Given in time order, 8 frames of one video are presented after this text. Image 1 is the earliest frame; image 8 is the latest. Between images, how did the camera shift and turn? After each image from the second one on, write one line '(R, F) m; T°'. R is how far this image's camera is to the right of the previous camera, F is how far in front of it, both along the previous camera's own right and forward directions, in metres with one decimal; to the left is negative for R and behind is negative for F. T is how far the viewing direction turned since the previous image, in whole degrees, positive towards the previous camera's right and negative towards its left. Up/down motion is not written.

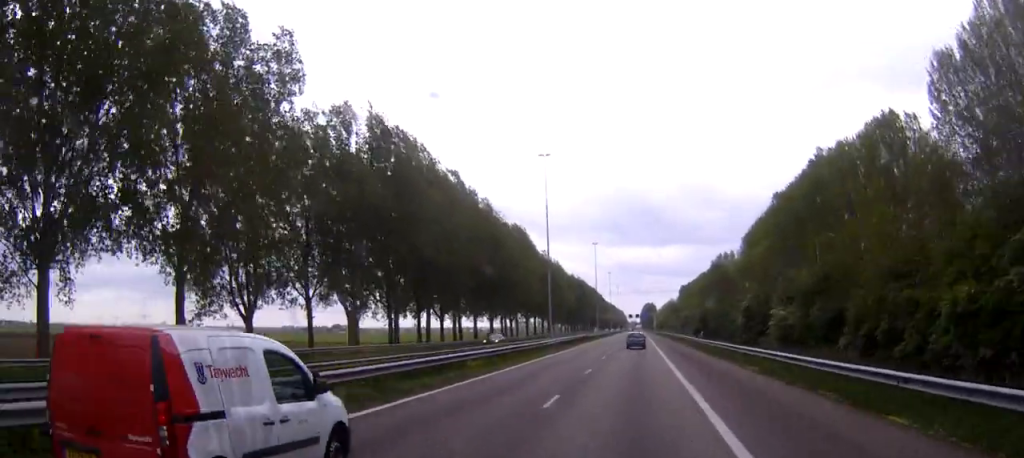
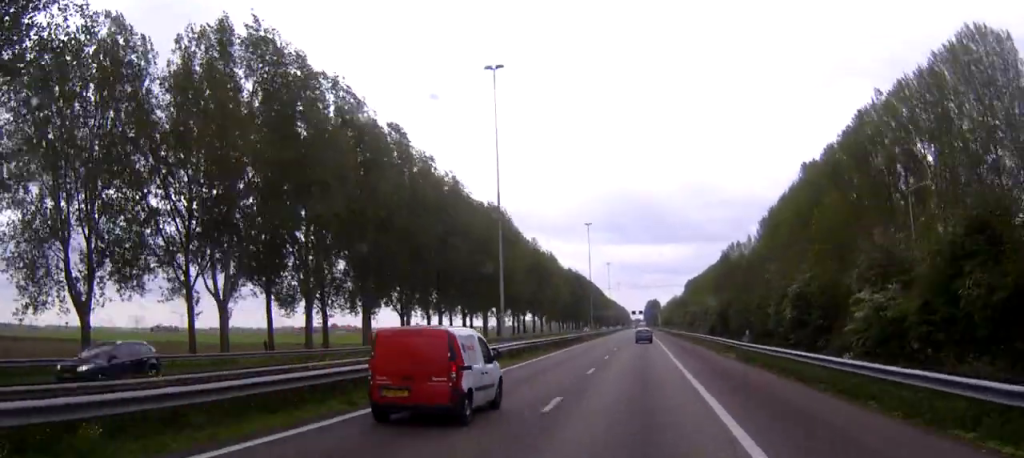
(-0.3, +25.3) m; -1°
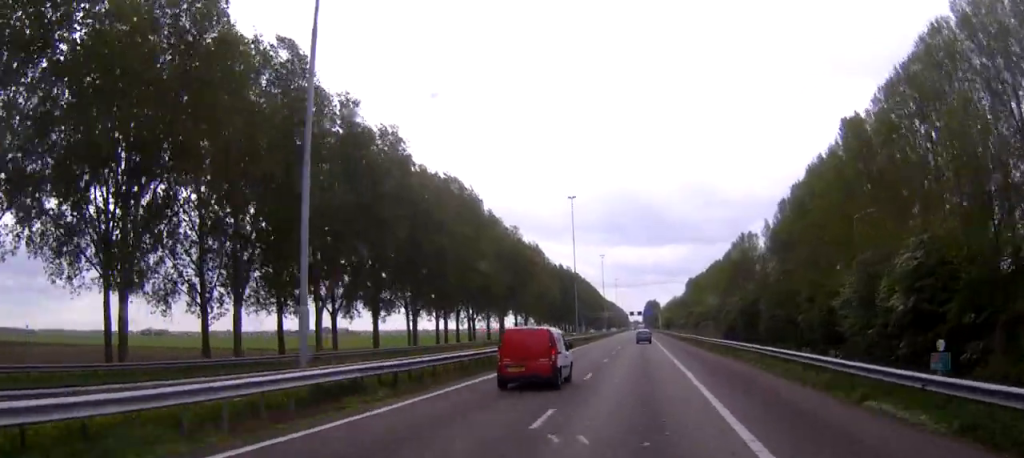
(-0.2, +26.4) m; 0°
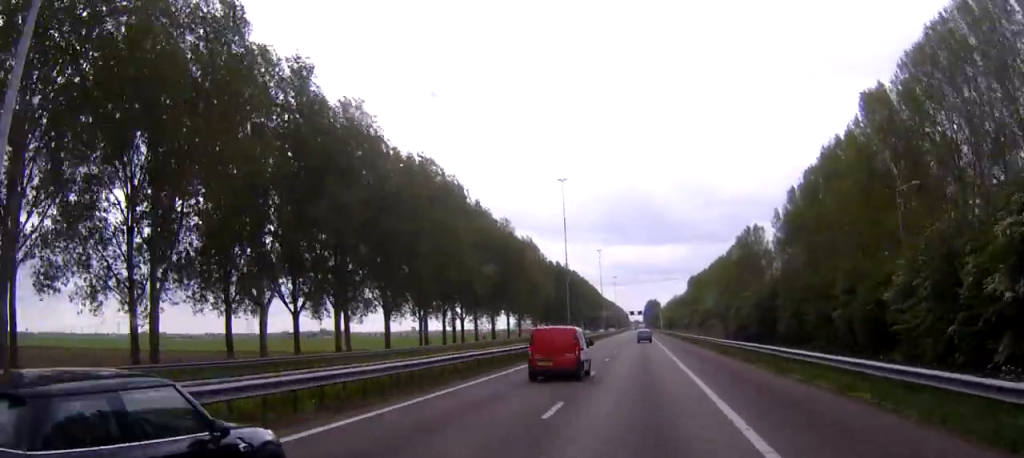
(0.0, +10.8) m; 0°
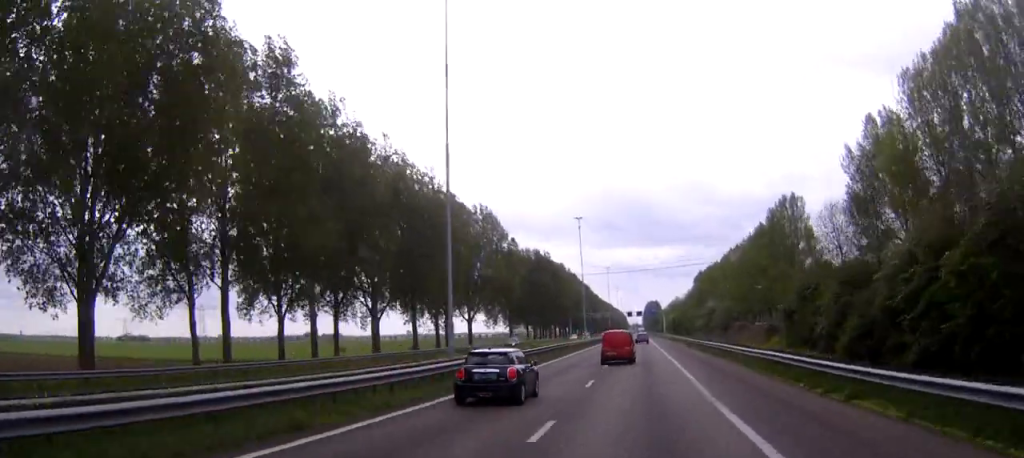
(+0.1, +50.5) m; -1°
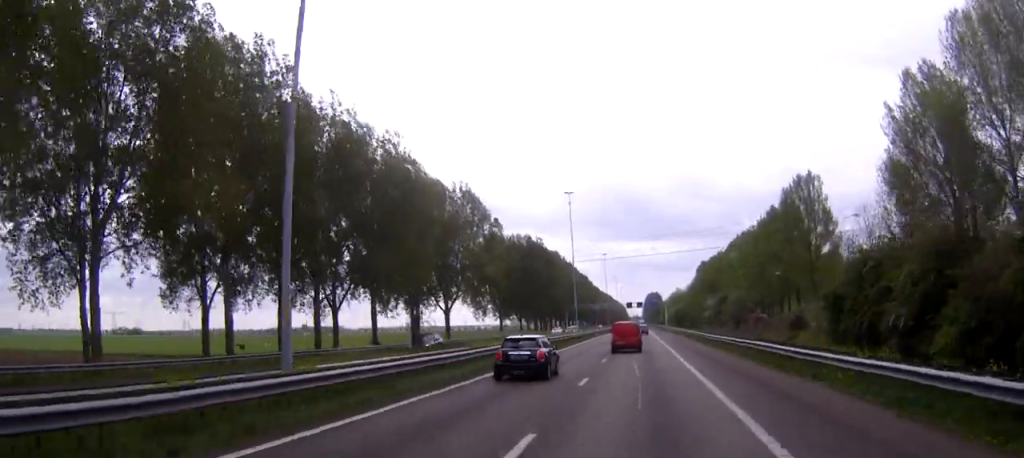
(-0.2, +14.9) m; 0°
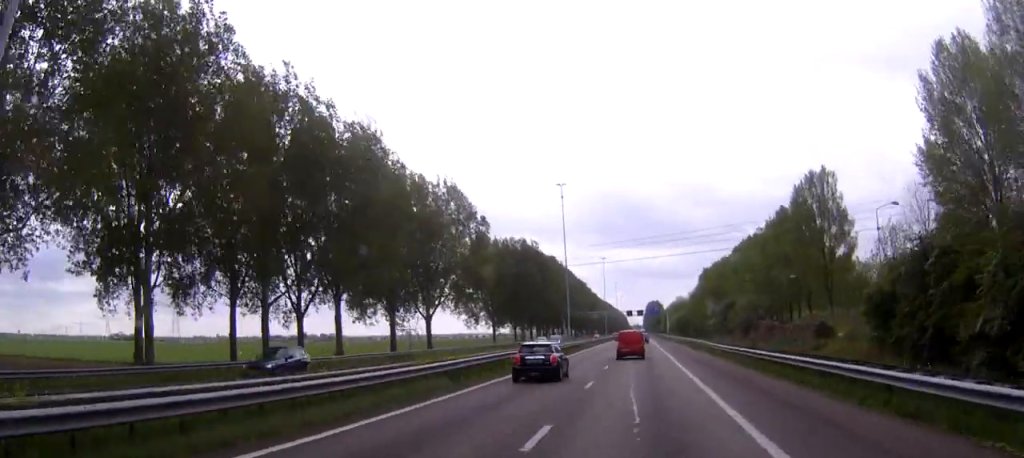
(0.0, +10.0) m; 0°
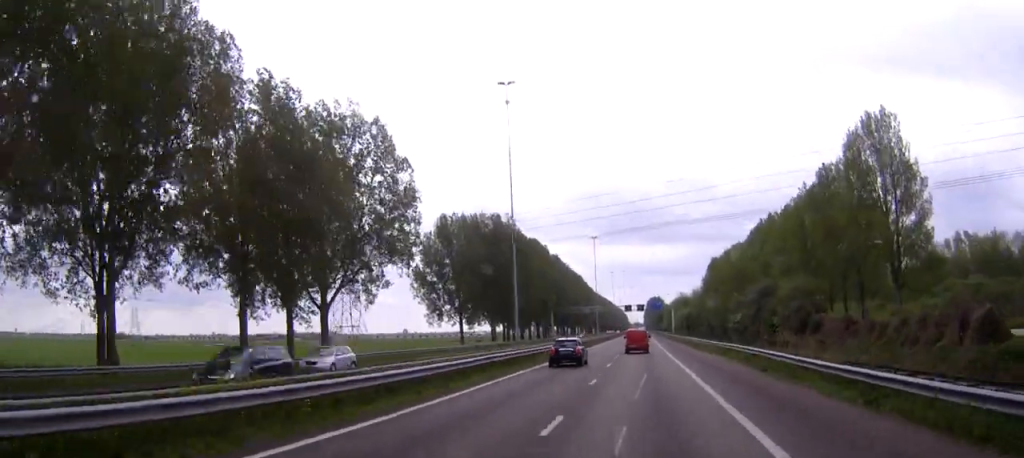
(+0.3, +34.1) m; 0°
